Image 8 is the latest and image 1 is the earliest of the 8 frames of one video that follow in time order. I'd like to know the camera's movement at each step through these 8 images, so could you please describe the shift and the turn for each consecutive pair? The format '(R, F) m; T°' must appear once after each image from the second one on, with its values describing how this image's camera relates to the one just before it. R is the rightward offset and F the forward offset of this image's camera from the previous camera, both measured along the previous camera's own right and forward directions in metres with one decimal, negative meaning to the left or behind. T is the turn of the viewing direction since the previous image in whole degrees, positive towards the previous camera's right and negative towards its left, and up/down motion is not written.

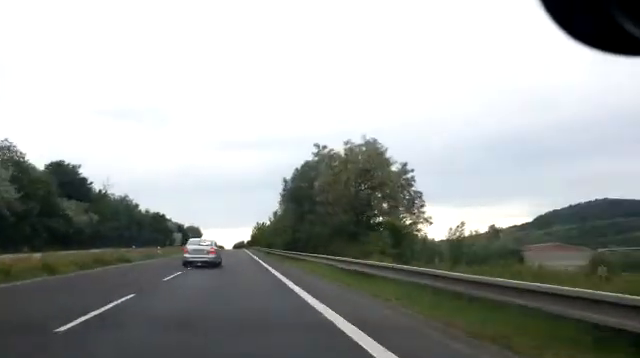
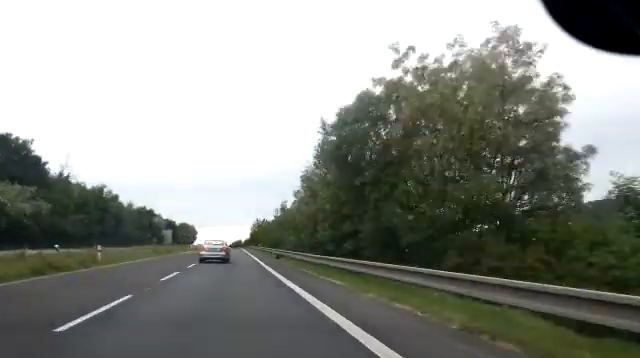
(-0.1, +17.9) m; 0°
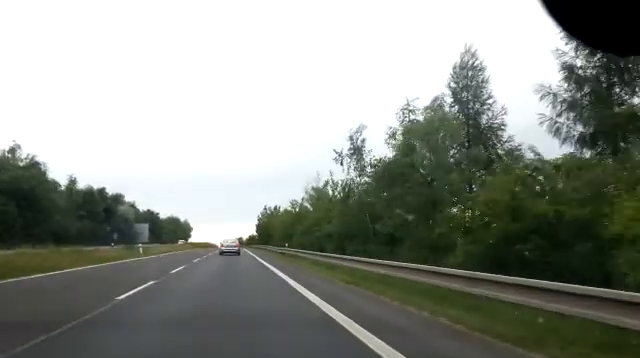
(+0.5, +41.5) m; 0°
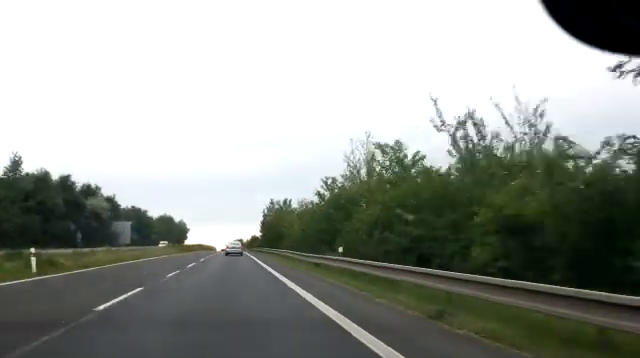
(-0.3, +19.5) m; 0°
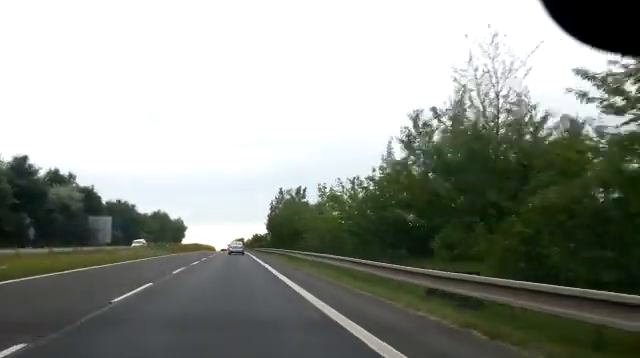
(0.0, +15.5) m; +1°
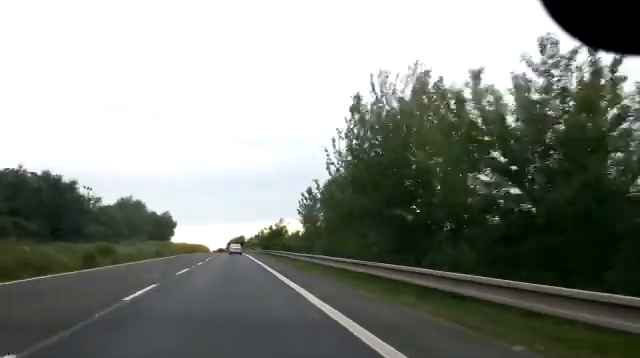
(+1.1, +41.9) m; 0°
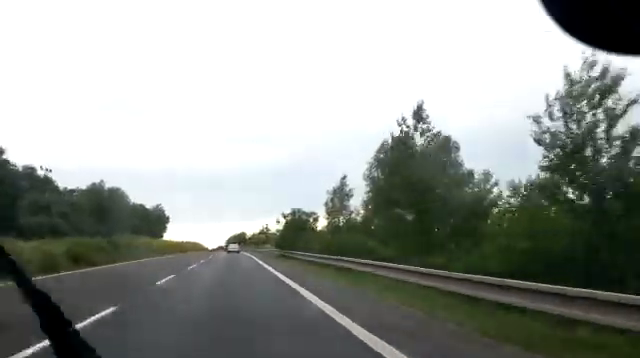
(-1.1, +23.0) m; -1°
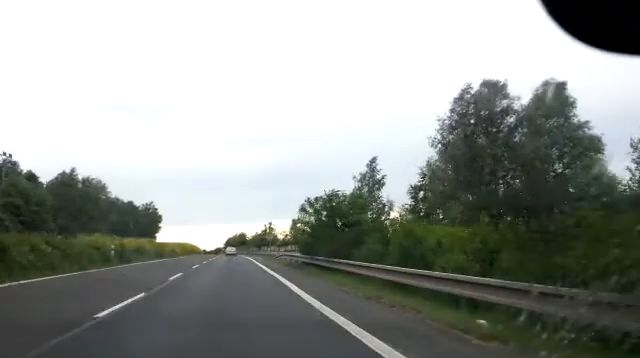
(+0.4, +14.8) m; +1°
